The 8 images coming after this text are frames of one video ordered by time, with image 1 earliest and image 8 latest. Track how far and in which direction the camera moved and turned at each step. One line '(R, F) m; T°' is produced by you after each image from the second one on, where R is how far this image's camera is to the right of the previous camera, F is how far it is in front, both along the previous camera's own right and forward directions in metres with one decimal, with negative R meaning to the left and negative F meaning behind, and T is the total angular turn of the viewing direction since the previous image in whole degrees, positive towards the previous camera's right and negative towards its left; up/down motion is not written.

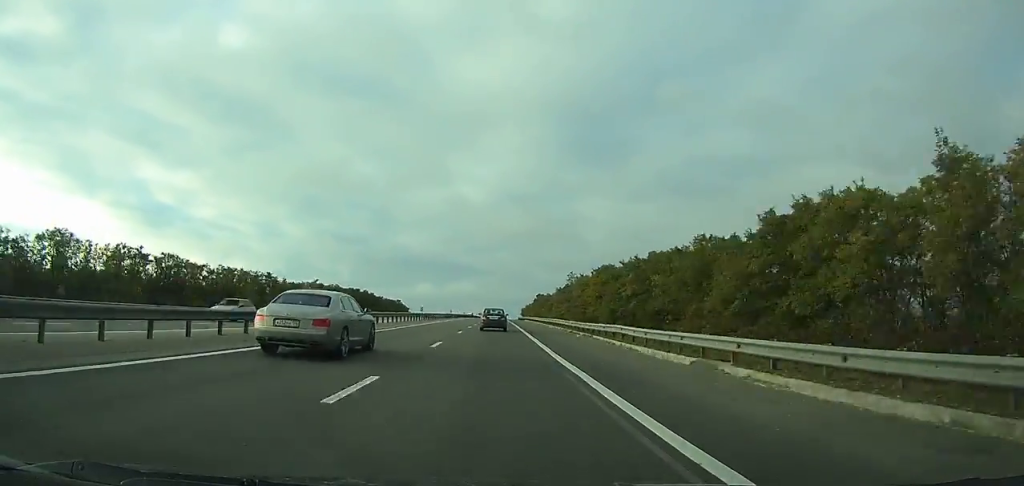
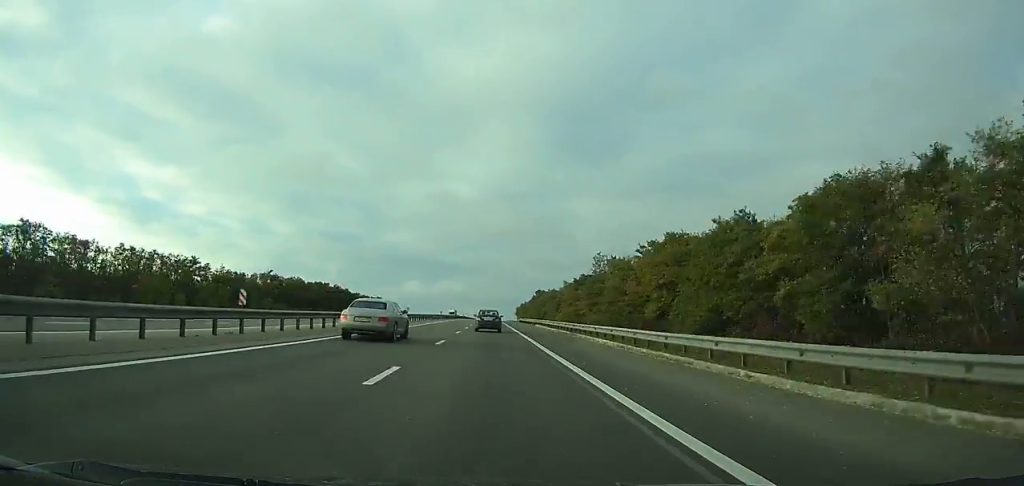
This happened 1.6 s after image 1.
(+0.1, +45.7) m; +1°
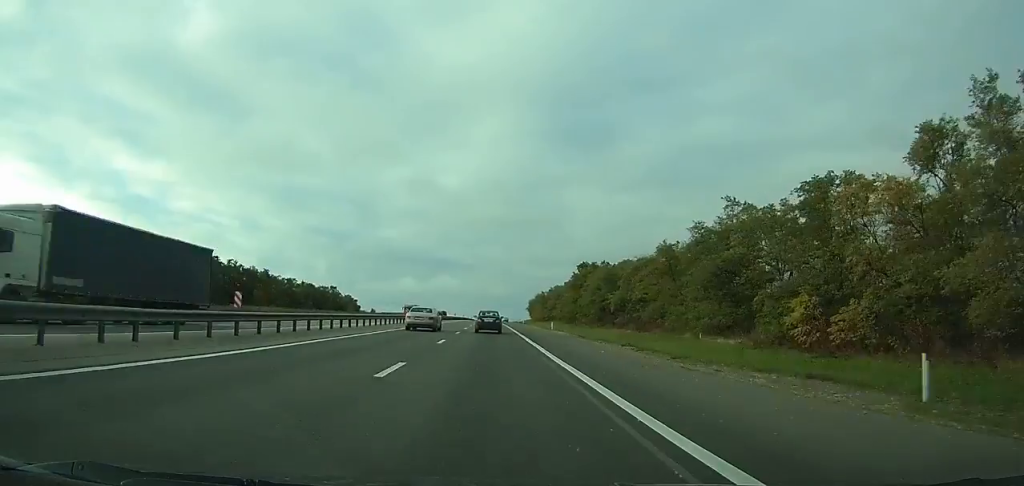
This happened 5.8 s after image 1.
(+1.1, +119.7) m; 0°
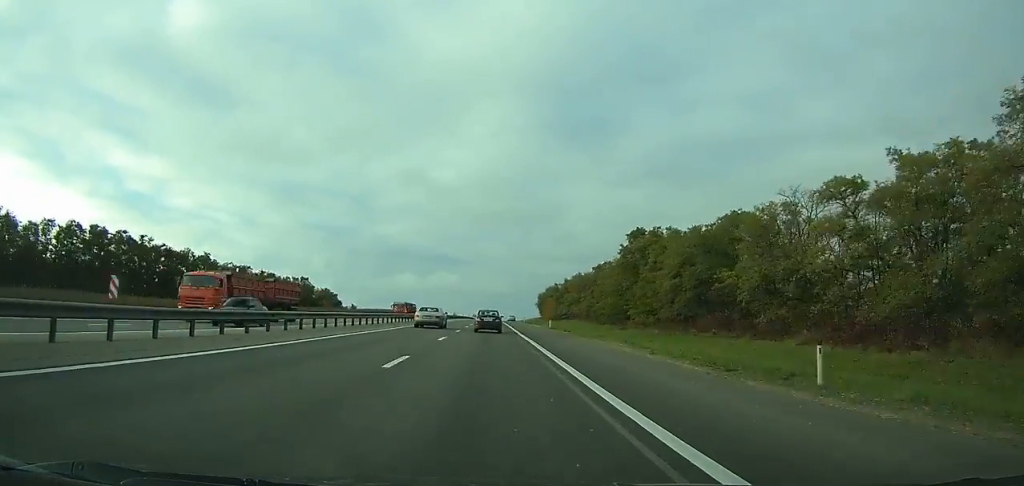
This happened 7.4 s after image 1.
(-0.1, +45.6) m; 0°
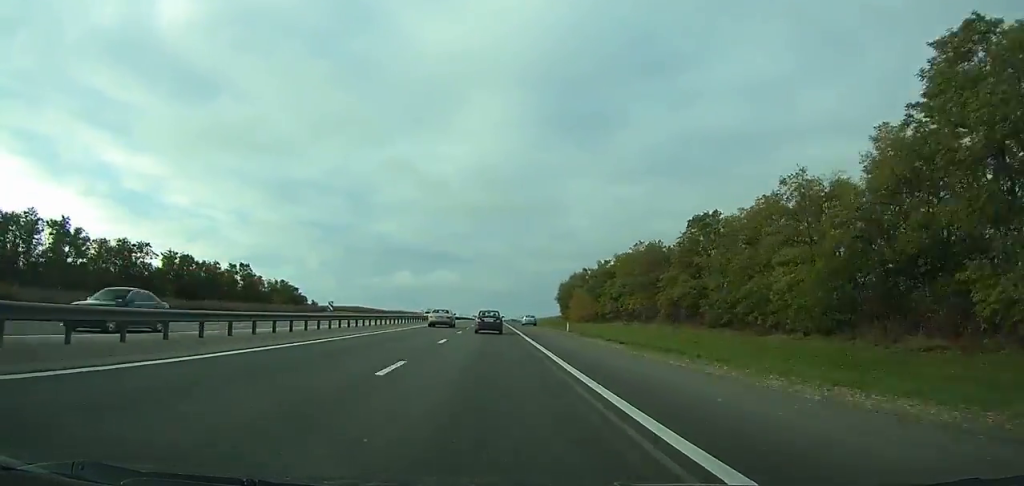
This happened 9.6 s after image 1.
(0.0, +62.6) m; 0°
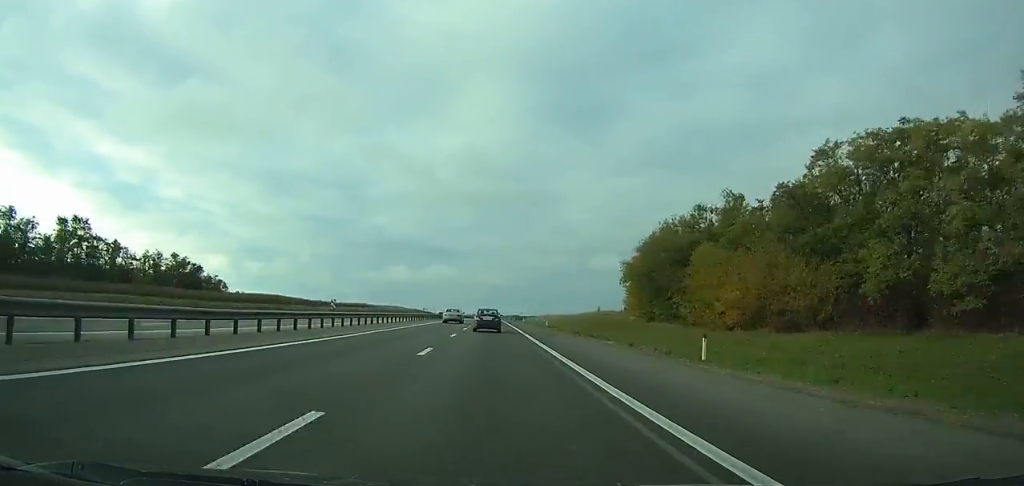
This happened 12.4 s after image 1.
(+0.1, +79.6) m; 0°
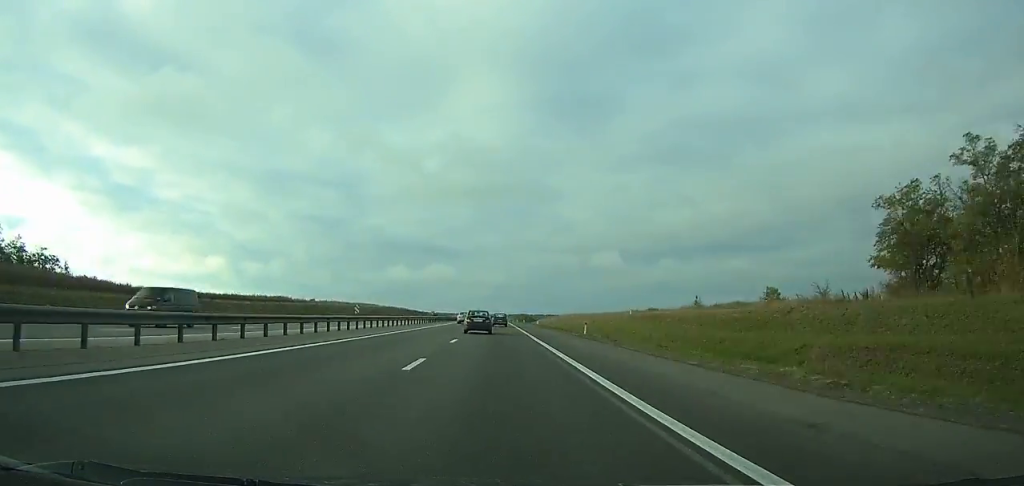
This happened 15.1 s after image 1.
(-0.1, +76.7) m; 0°
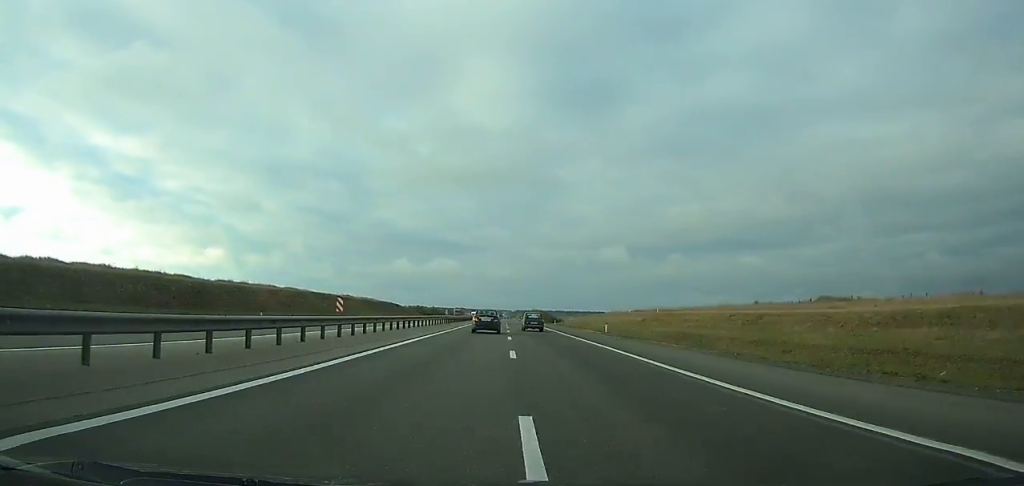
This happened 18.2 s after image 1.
(-0.6, +88.5) m; -1°
